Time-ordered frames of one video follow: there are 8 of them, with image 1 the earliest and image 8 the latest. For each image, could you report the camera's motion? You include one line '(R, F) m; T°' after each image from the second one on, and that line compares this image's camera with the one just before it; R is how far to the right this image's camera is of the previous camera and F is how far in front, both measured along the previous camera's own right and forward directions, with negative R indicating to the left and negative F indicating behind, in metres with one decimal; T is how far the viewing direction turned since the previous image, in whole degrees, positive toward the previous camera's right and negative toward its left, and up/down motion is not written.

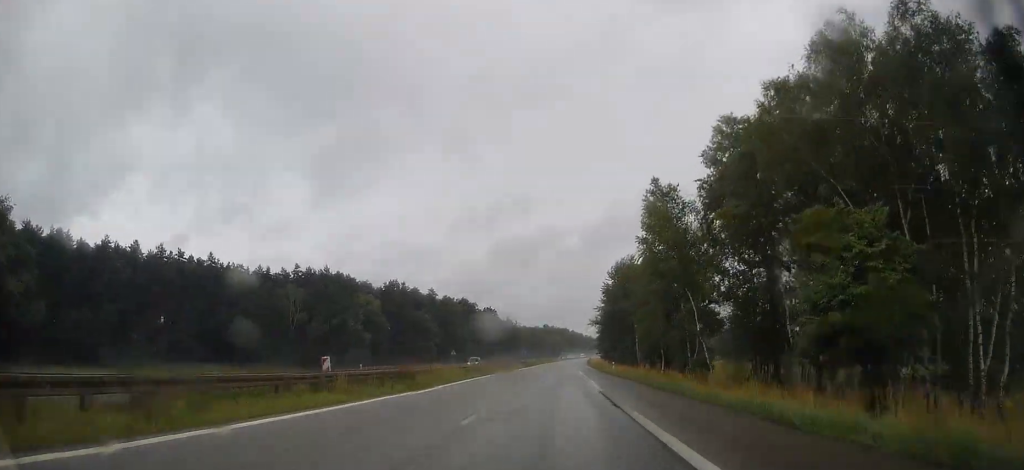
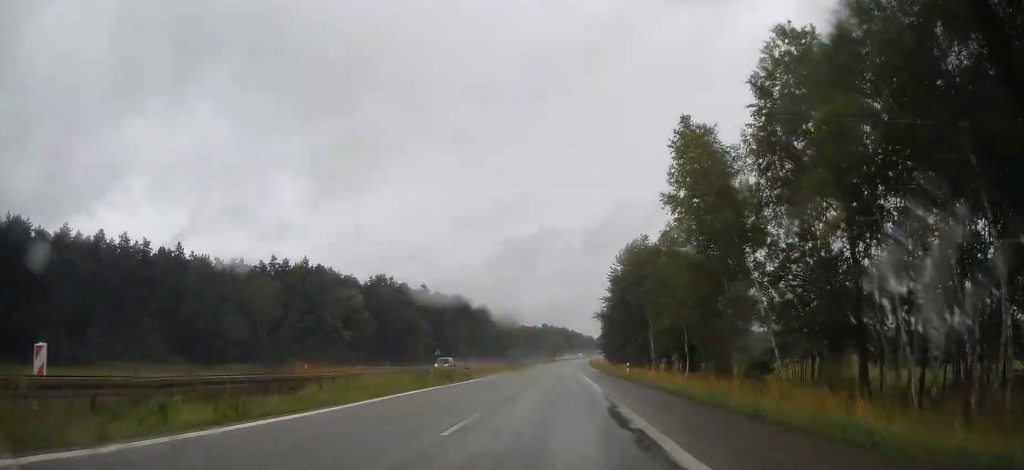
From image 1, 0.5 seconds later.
(+0.2, +13.9) m; 0°
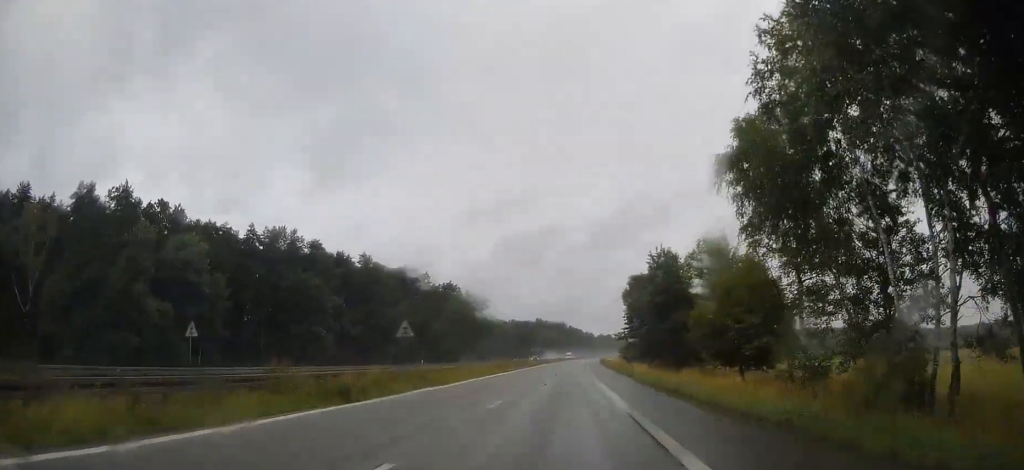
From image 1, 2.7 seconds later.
(+0.2, +68.0) m; 0°
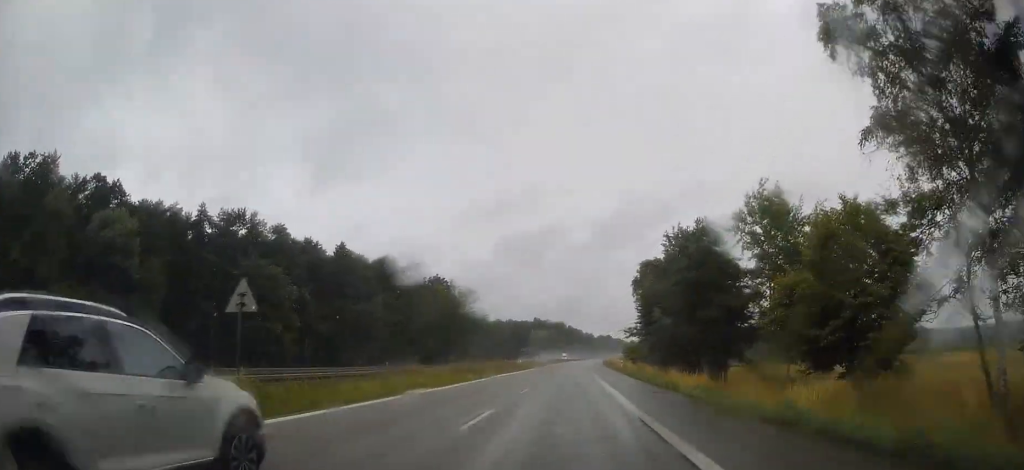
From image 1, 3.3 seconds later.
(0.0, +16.2) m; 0°
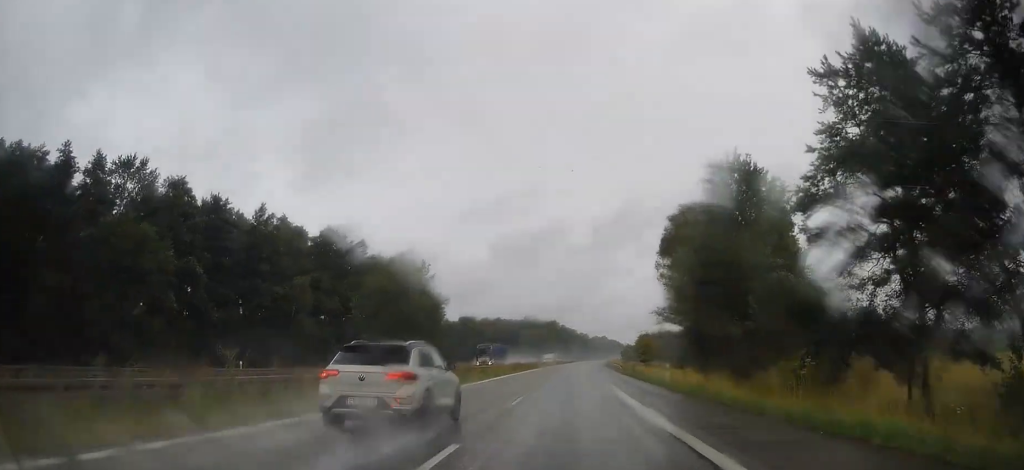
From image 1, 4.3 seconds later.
(-0.1, +30.4) m; +1°
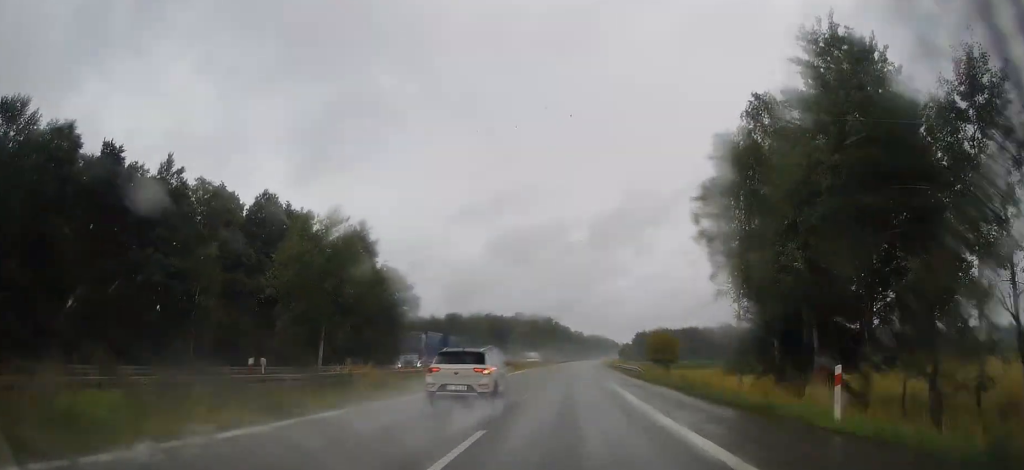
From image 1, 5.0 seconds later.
(+0.1, +22.4) m; +1°
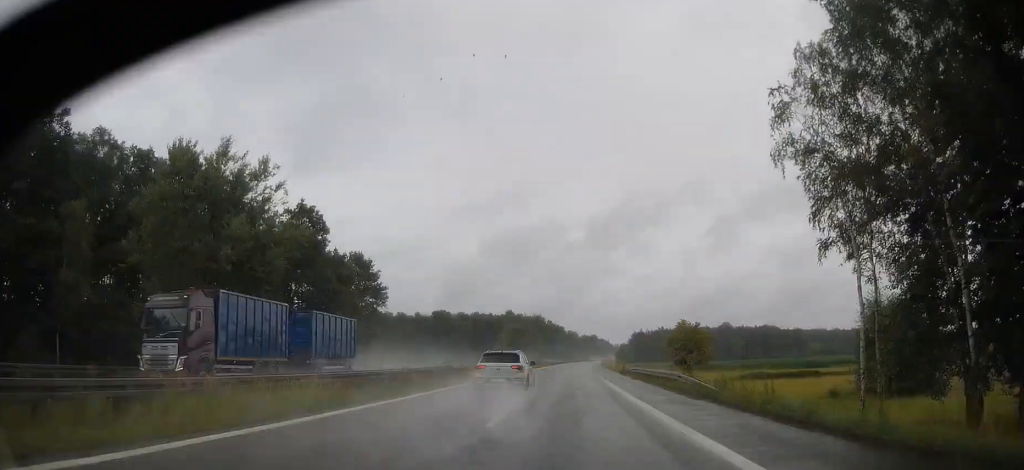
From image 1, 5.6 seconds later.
(+0.3, +19.4) m; +1°
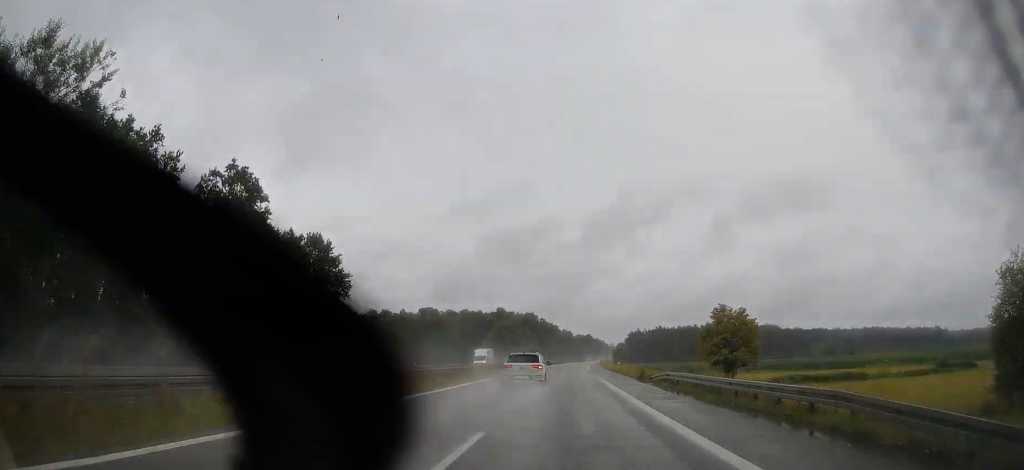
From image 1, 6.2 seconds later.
(+0.1, +17.3) m; +1°
